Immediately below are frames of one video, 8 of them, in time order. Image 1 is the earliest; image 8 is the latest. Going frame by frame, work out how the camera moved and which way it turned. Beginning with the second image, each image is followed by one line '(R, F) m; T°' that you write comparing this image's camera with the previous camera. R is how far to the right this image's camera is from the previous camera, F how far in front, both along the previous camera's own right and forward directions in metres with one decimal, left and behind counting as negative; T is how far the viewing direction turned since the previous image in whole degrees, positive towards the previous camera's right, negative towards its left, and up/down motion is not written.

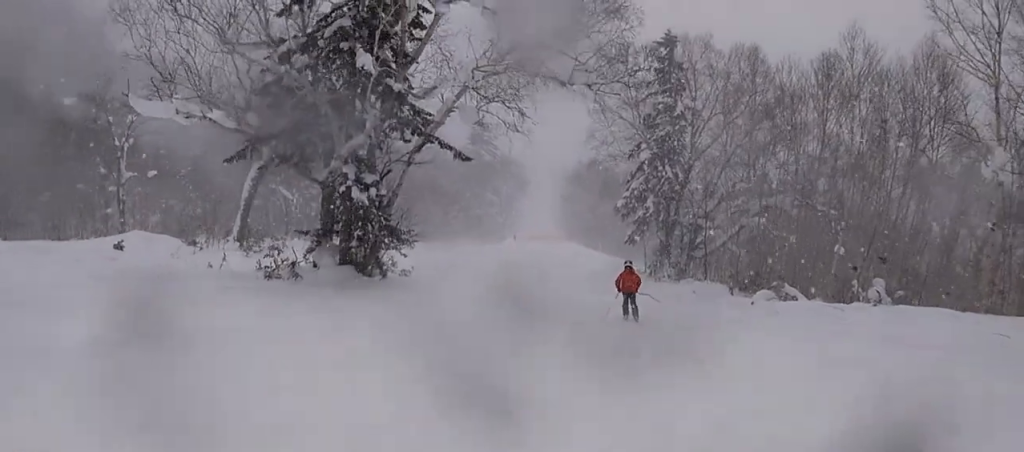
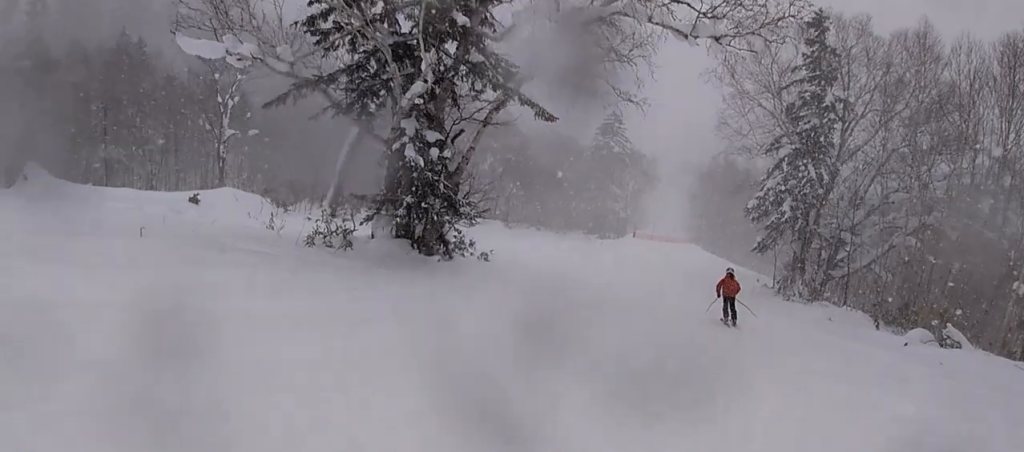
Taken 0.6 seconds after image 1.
(+0.3, +3.6) m; 0°
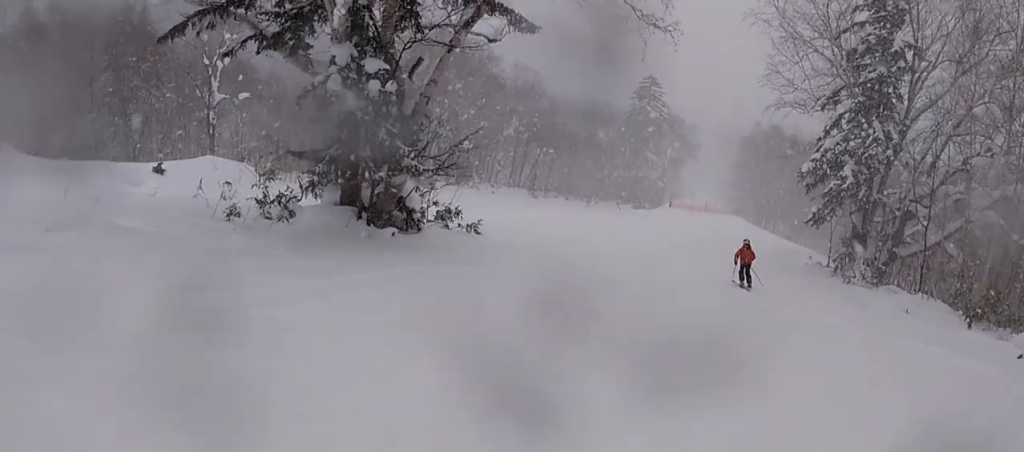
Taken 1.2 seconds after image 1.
(0.0, +4.0) m; 0°
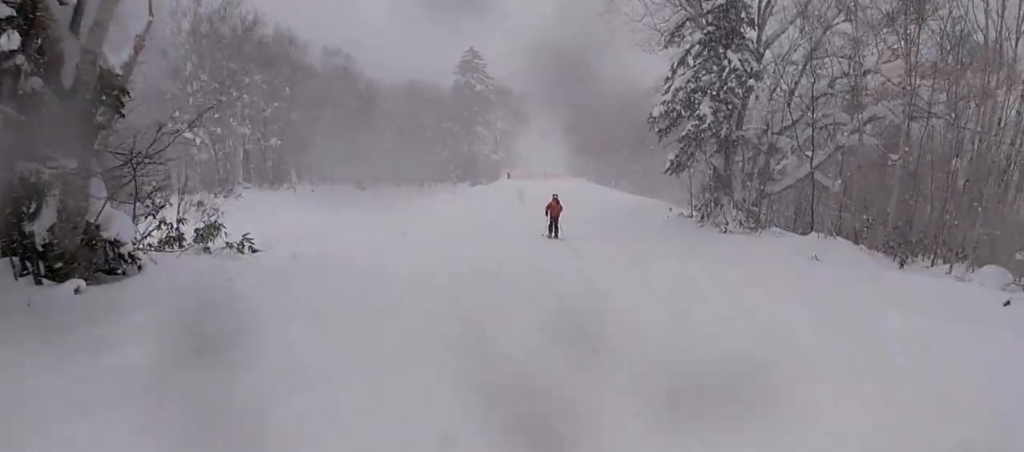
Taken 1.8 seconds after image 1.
(-0.3, +4.2) m; 0°
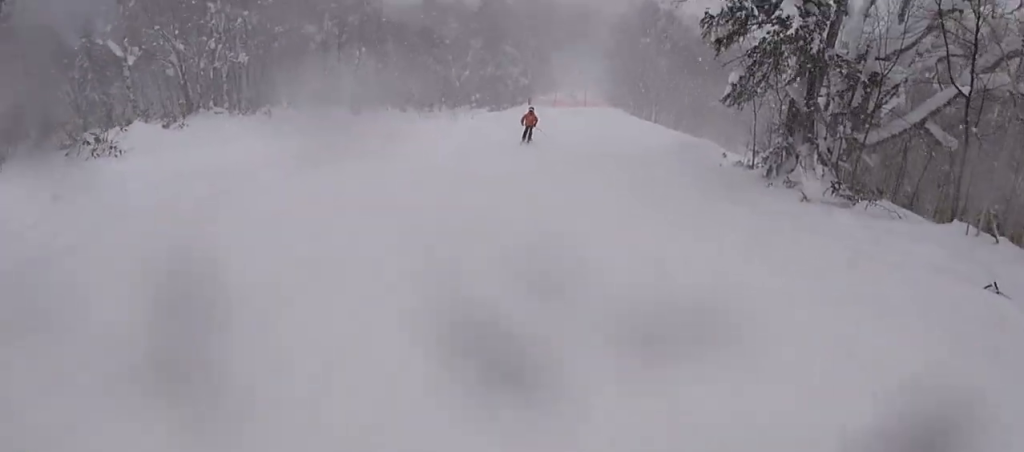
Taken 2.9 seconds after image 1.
(+0.4, +7.0) m; -11°
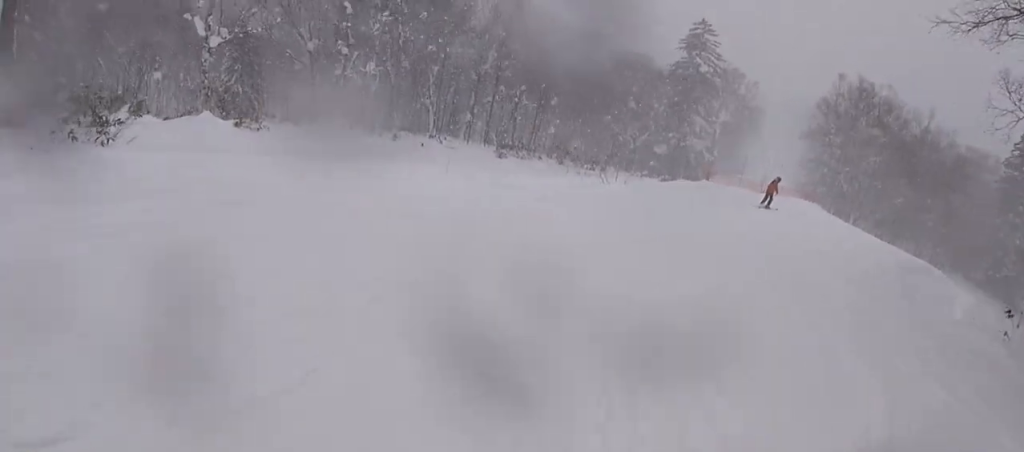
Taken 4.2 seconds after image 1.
(-2.1, +8.2) m; -14°
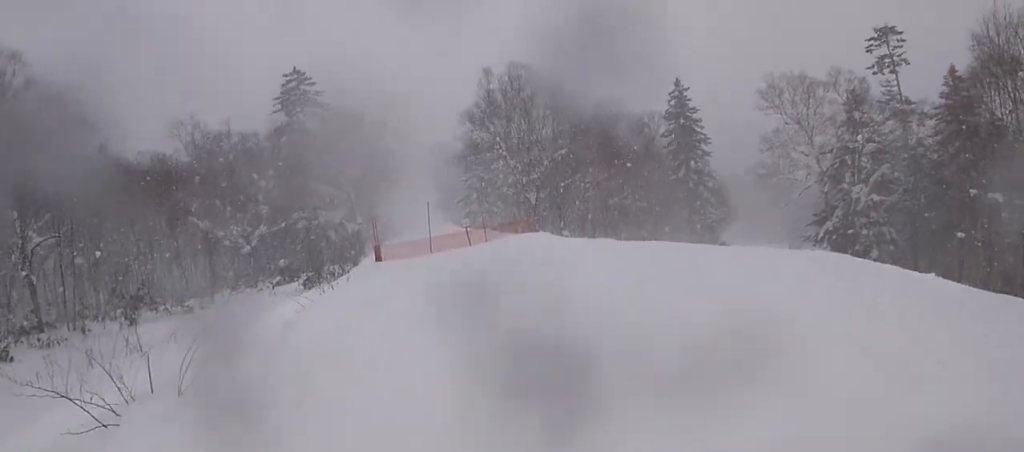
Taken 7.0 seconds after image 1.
(+4.3, +14.3) m; +41°
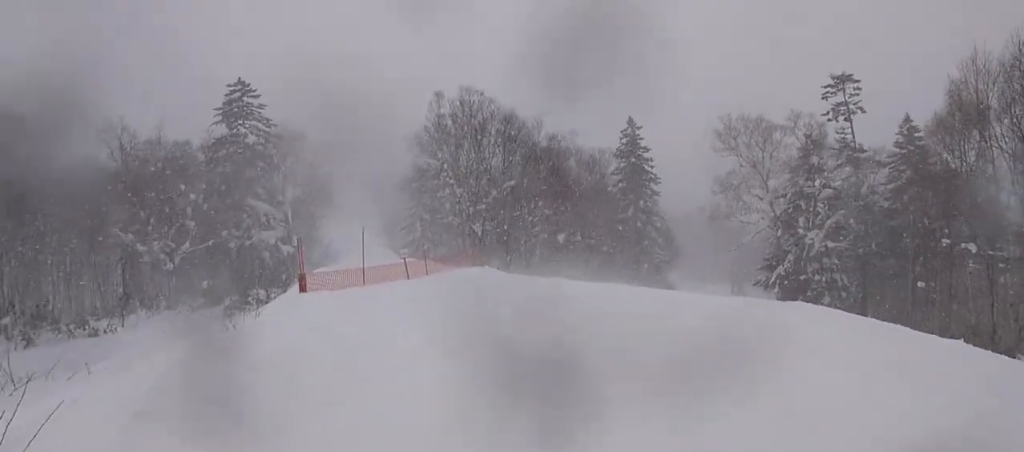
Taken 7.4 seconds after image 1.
(-0.4, +2.1) m; +6°
